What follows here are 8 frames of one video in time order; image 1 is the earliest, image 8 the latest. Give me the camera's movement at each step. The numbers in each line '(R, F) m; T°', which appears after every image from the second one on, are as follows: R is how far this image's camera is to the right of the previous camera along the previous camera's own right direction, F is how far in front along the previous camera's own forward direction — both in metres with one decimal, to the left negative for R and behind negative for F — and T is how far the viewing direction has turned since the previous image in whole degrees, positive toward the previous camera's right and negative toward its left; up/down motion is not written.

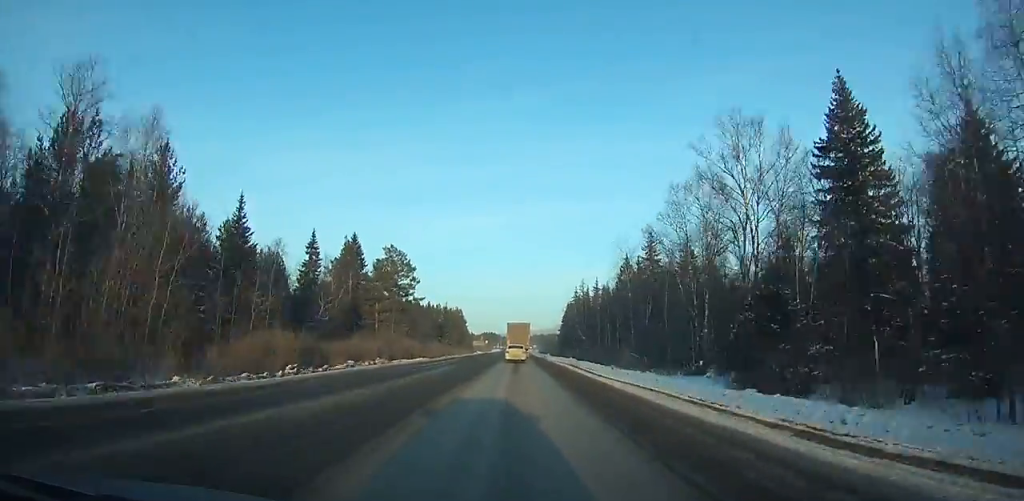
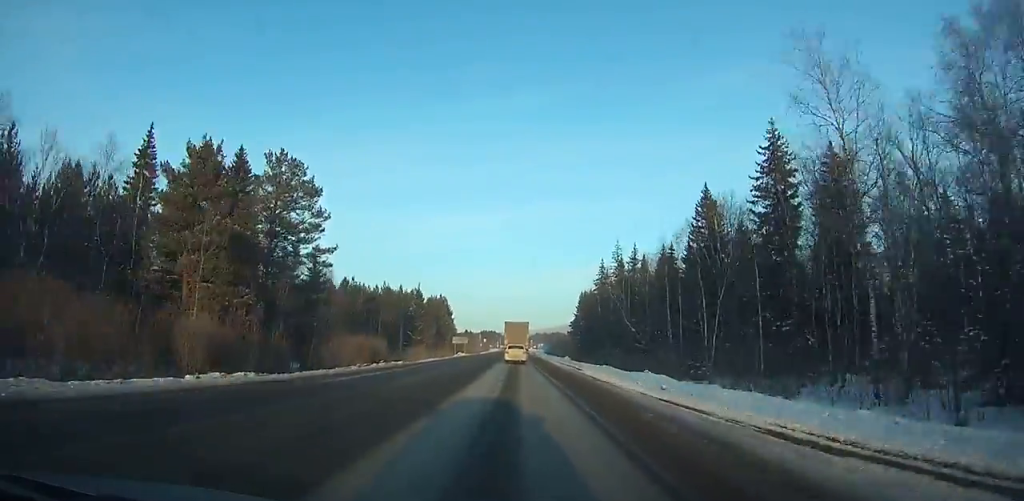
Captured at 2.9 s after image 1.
(-0.1, +46.8) m; 0°
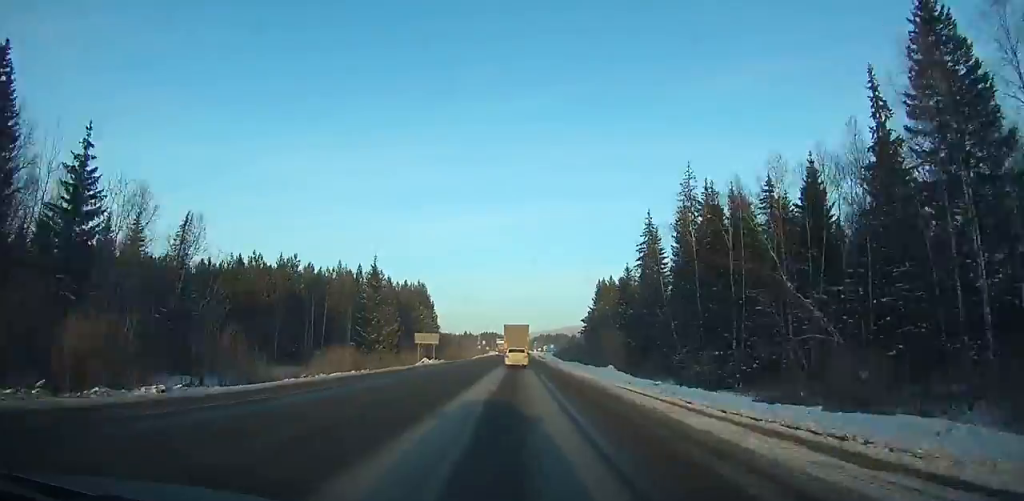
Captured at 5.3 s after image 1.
(-0.2, +38.5) m; 0°
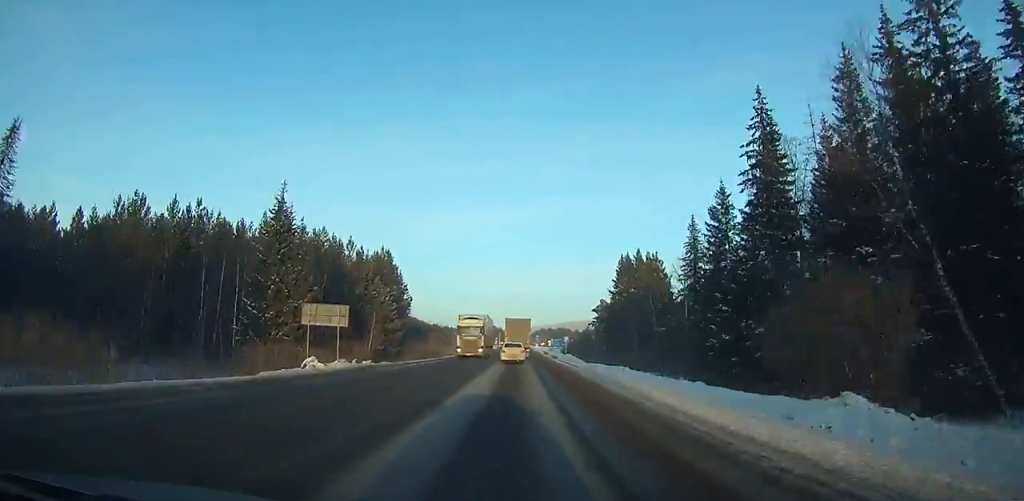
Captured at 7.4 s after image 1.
(-0.1, +33.5) m; 0°
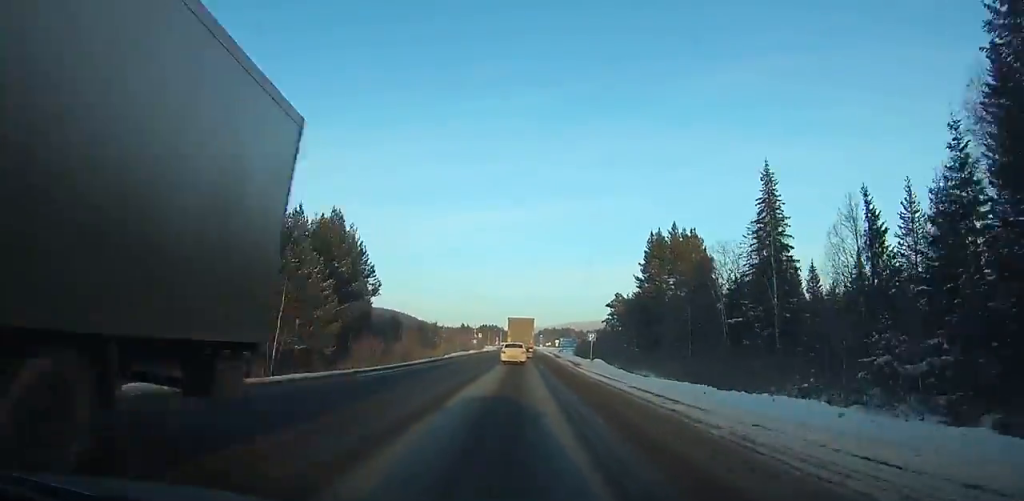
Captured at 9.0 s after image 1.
(+0.1, +25.2) m; 0°
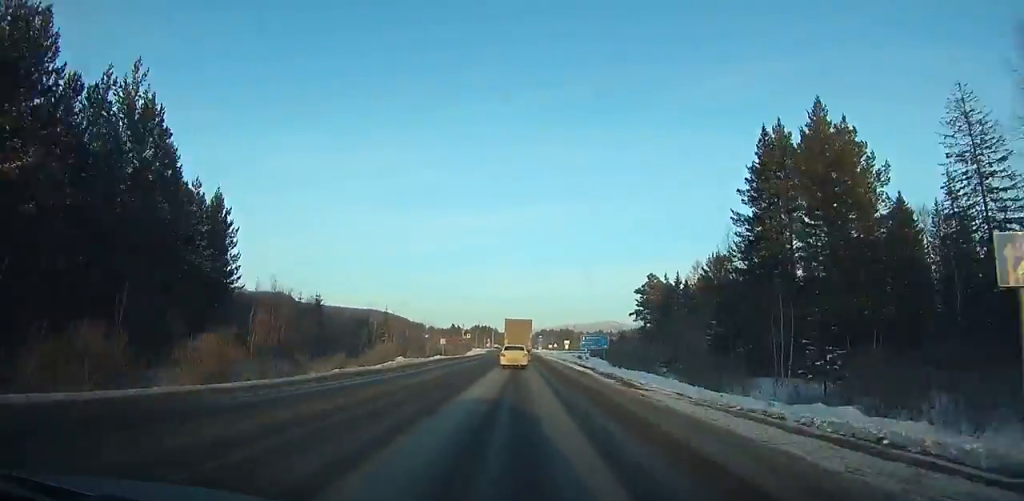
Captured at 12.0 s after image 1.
(+0.2, +46.7) m; 0°
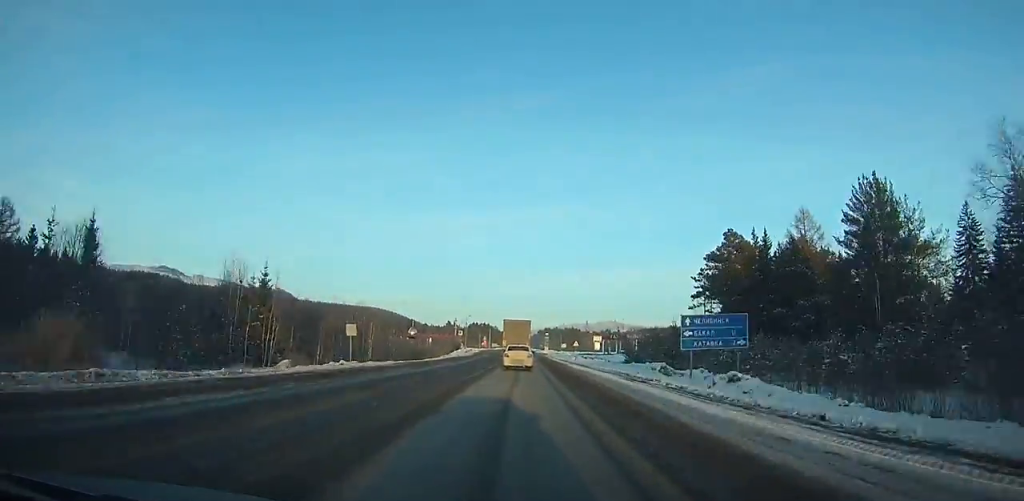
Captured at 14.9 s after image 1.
(+0.1, +44.4) m; 0°
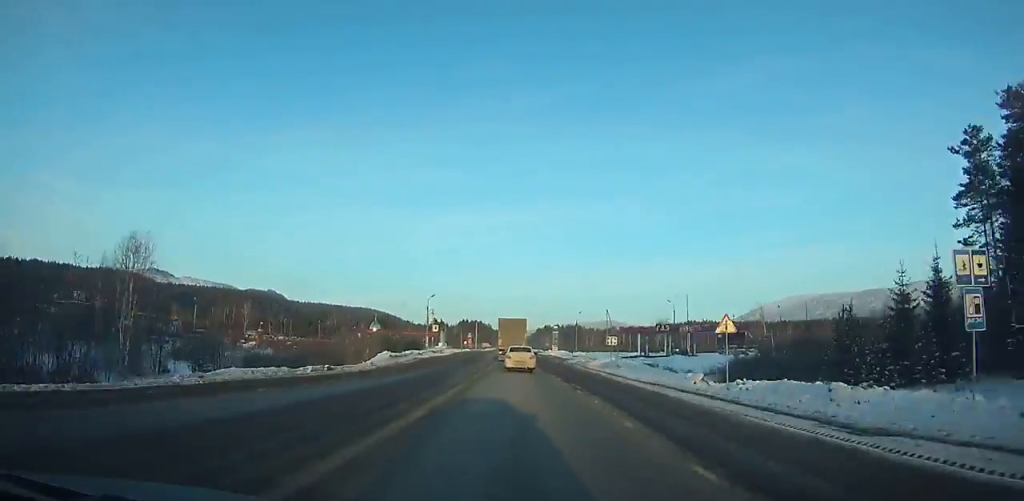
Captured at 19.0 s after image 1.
(-0.2, +61.8) m; -1°
